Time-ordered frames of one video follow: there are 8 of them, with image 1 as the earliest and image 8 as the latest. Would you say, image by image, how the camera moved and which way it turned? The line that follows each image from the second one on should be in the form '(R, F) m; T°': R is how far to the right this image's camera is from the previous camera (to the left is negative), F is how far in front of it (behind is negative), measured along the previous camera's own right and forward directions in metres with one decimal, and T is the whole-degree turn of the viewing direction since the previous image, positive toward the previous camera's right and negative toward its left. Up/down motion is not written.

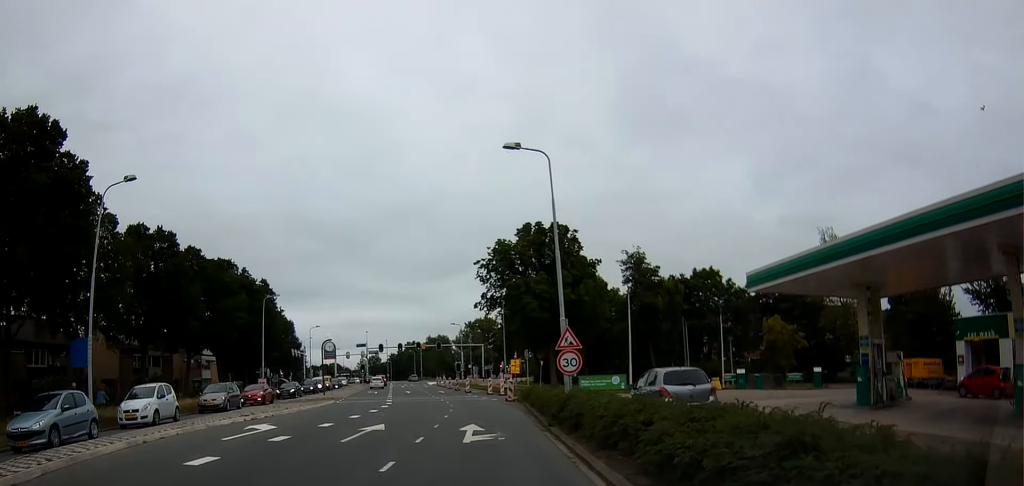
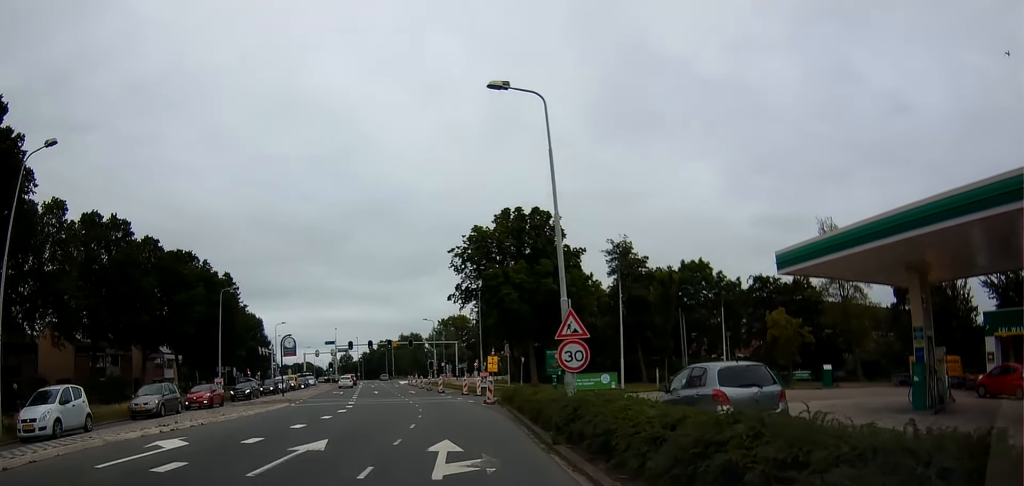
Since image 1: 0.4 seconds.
(+0.1, +4.3) m; +2°
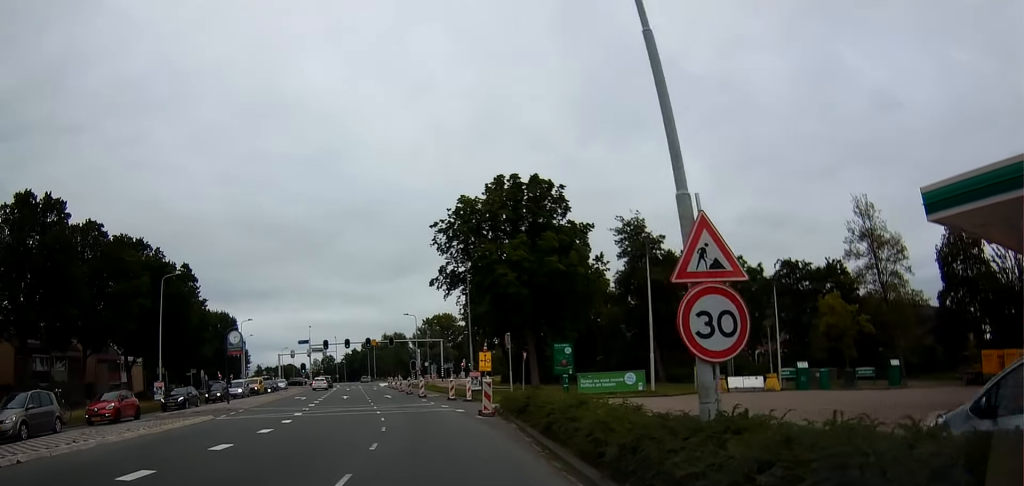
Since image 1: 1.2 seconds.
(+0.3, +8.2) m; +4°
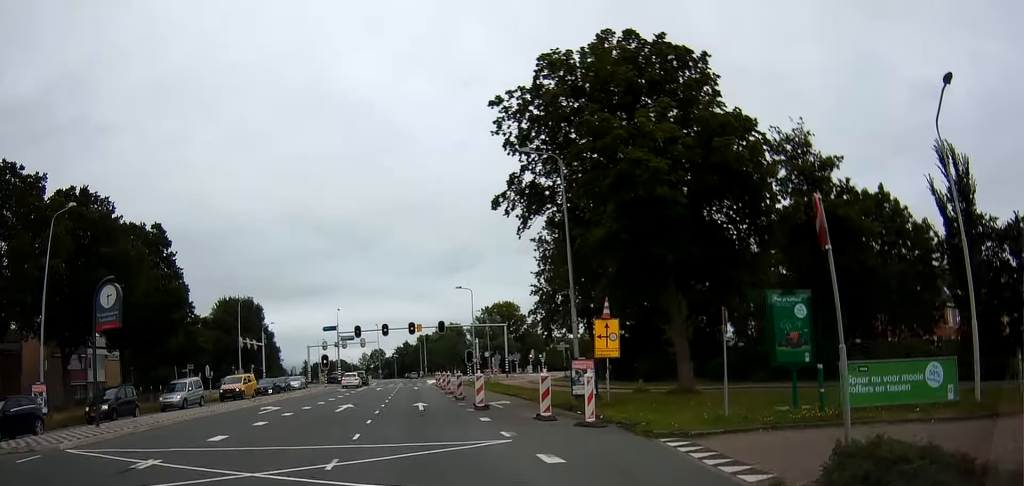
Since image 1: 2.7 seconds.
(+0.4, +18.2) m; -1°
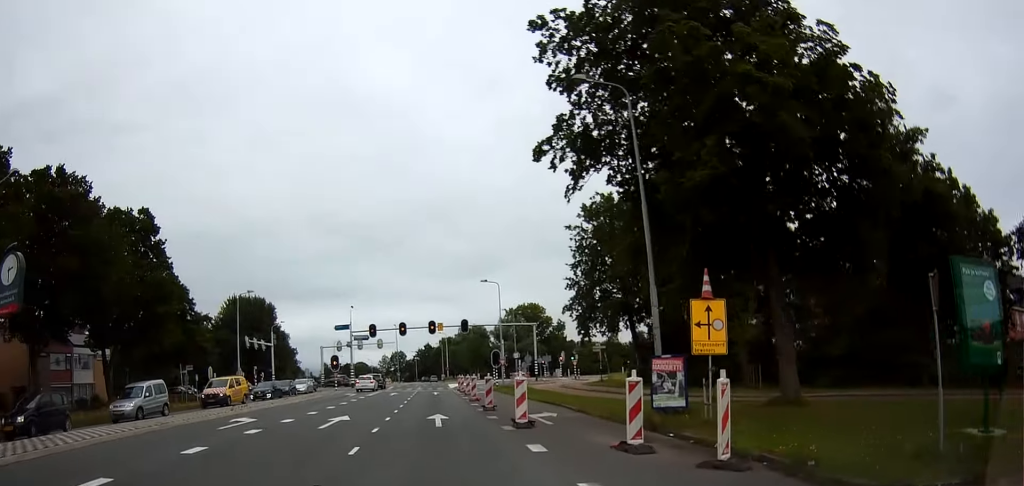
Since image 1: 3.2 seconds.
(+0.1, +6.1) m; -2°
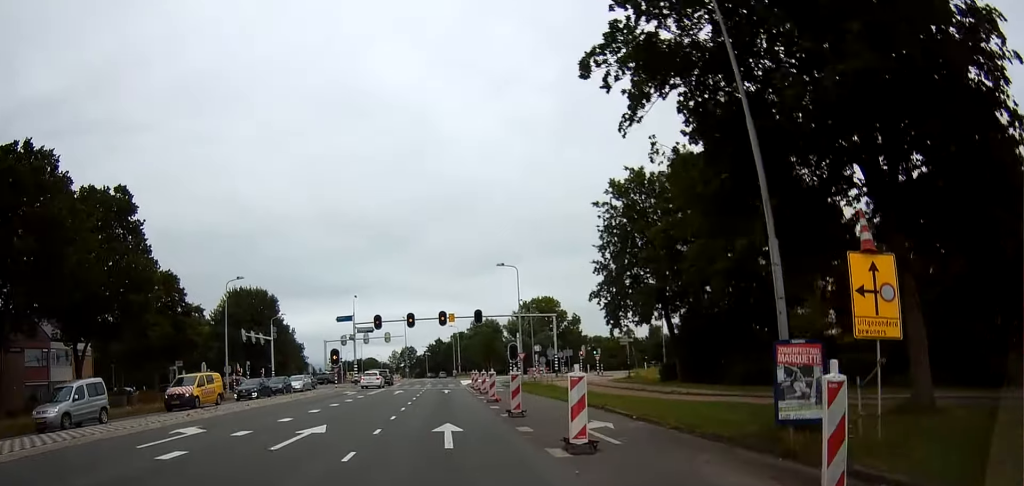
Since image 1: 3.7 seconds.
(-0.4, +5.4) m; -1°
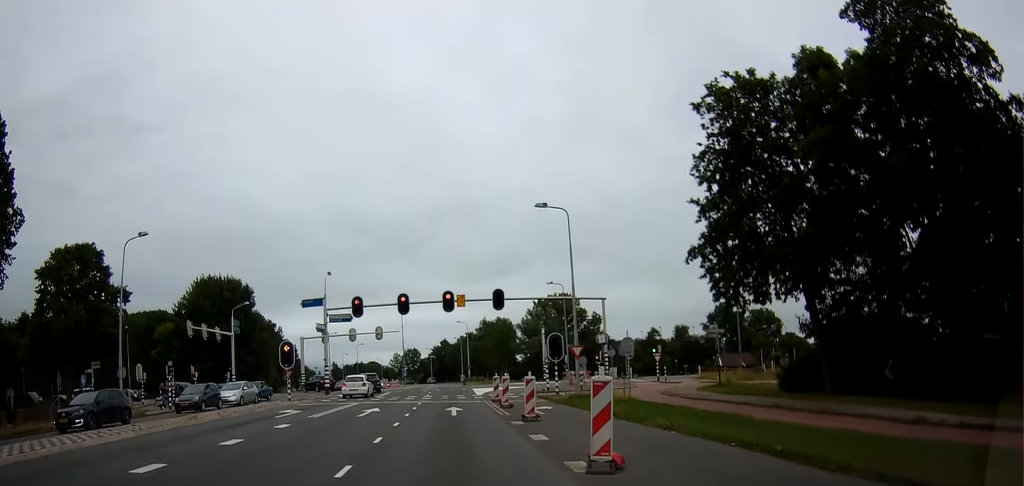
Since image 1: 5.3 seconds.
(-0.4, +18.2) m; -3°
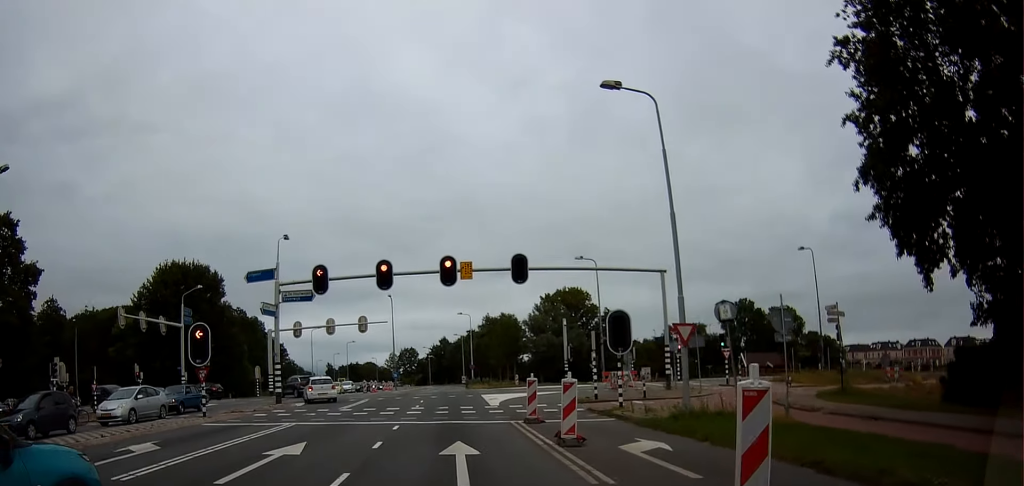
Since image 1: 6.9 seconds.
(0.0, +14.1) m; 0°
